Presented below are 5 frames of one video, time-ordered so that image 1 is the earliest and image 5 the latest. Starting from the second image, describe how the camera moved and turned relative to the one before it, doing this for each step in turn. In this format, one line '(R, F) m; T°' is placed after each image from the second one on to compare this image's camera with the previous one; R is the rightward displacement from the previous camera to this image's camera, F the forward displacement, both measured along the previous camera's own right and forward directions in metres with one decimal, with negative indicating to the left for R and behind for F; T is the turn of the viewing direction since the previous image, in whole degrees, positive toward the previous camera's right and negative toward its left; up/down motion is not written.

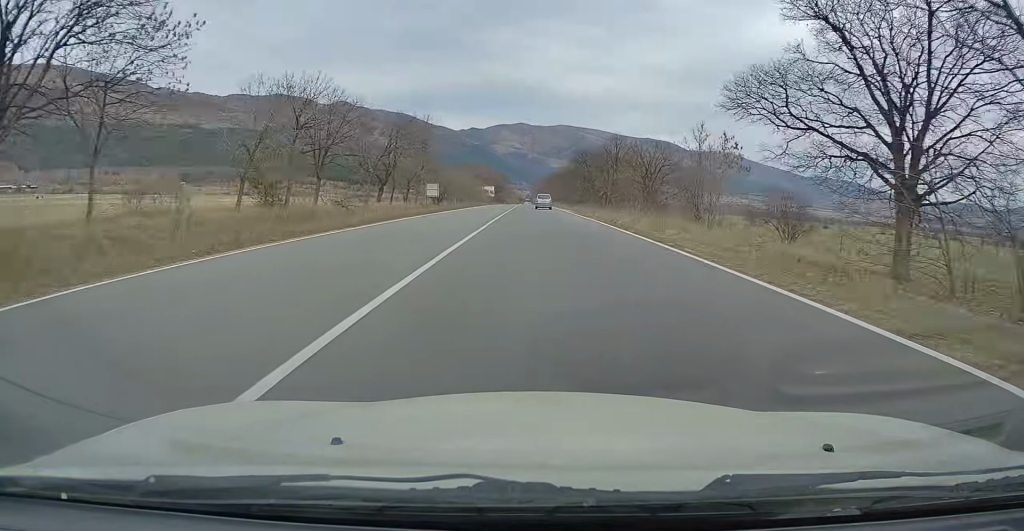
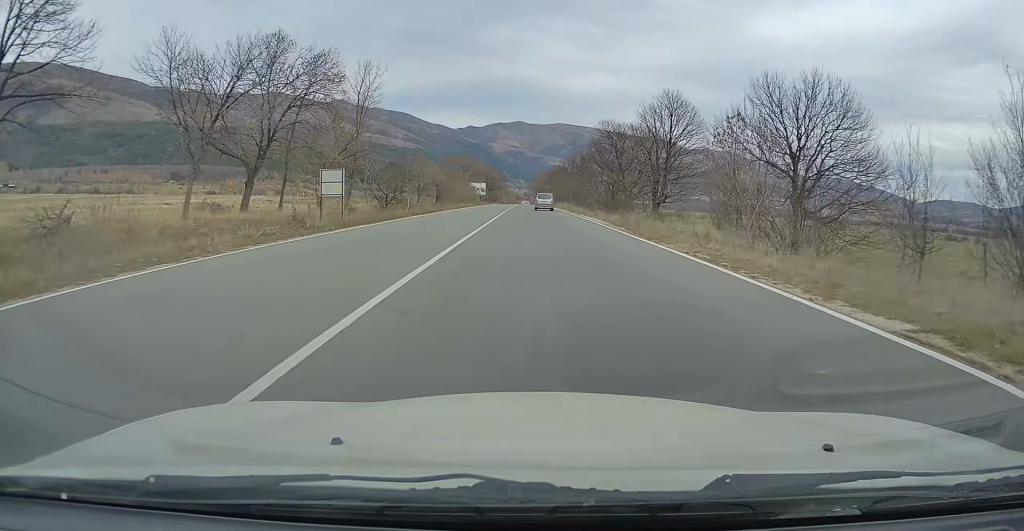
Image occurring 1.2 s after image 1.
(+0.2, +29.8) m; 0°
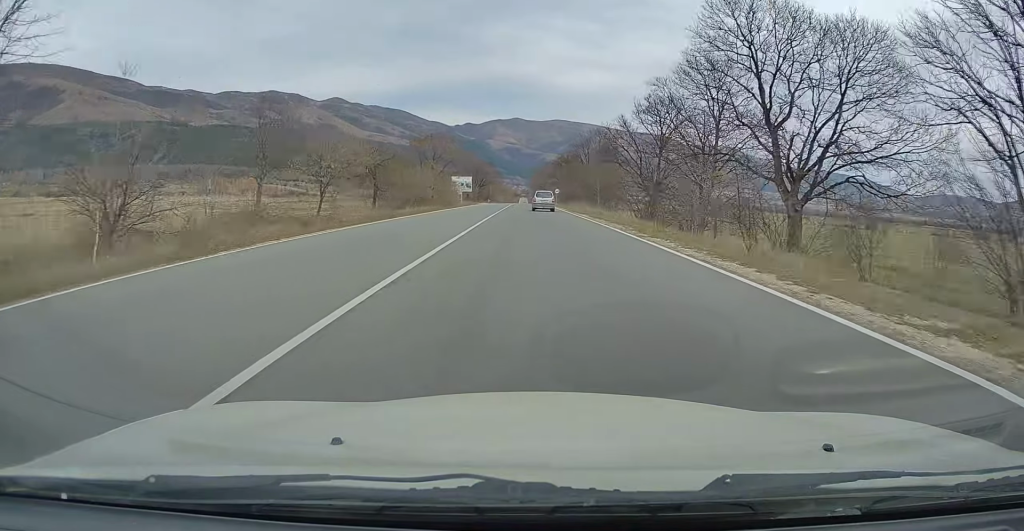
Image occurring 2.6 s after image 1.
(-0.3, +37.1) m; -1°
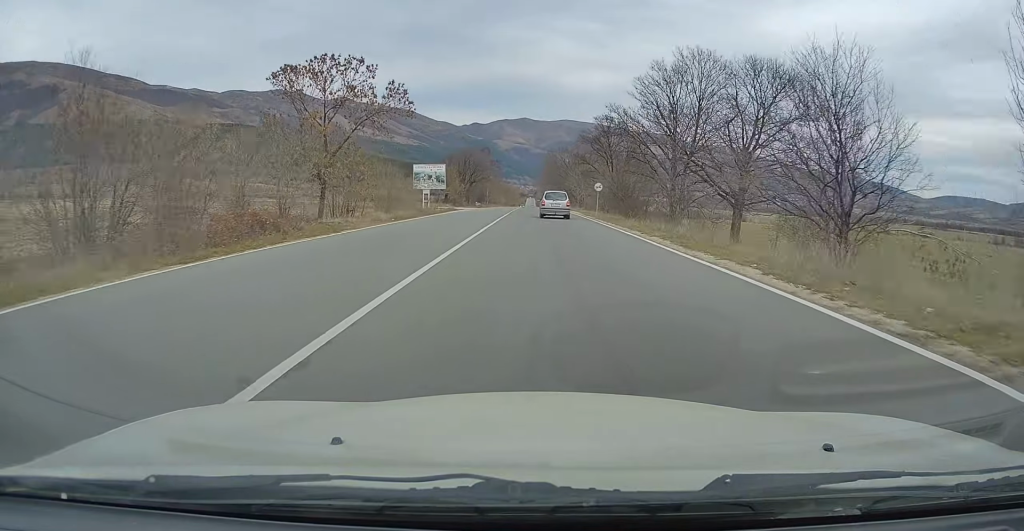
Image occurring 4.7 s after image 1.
(+0.4, +51.8) m; +1°
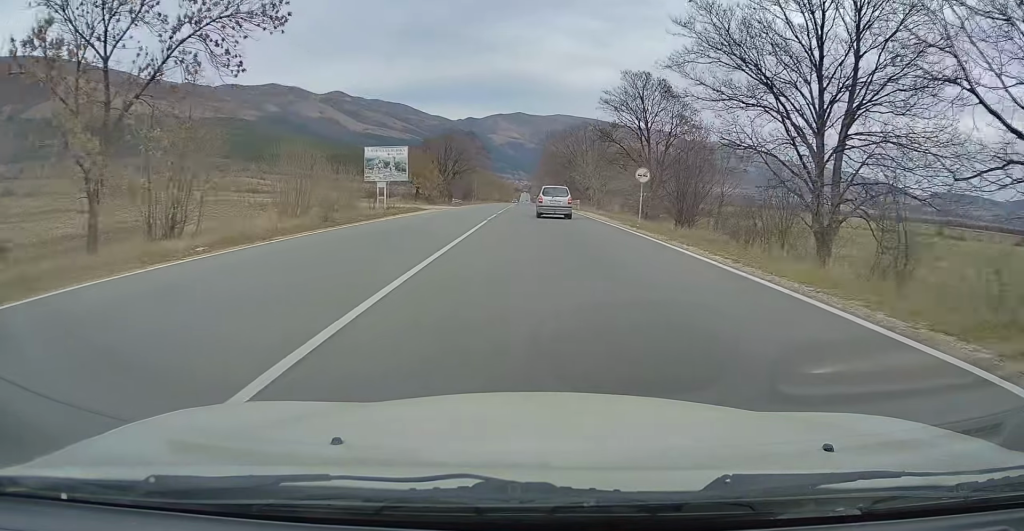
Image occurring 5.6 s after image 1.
(0.0, +21.8) m; 0°
